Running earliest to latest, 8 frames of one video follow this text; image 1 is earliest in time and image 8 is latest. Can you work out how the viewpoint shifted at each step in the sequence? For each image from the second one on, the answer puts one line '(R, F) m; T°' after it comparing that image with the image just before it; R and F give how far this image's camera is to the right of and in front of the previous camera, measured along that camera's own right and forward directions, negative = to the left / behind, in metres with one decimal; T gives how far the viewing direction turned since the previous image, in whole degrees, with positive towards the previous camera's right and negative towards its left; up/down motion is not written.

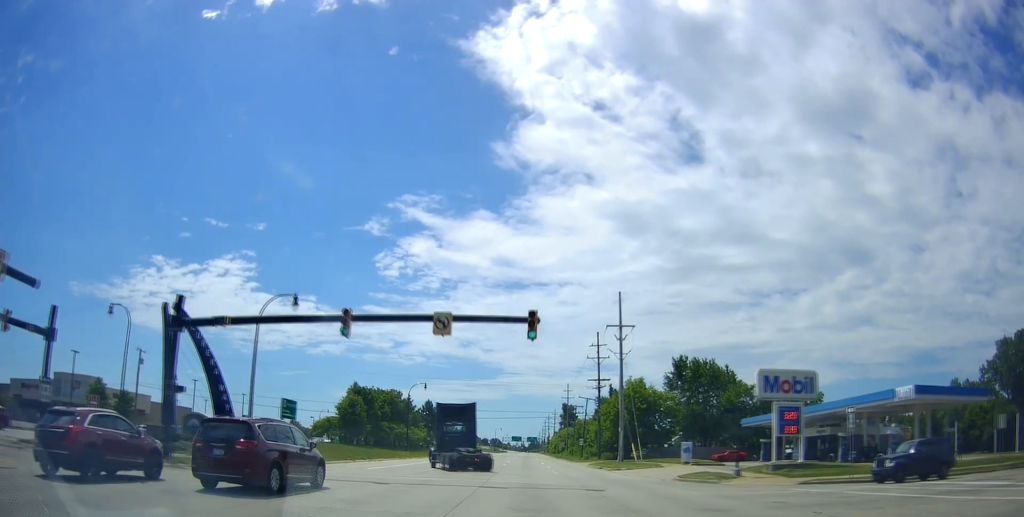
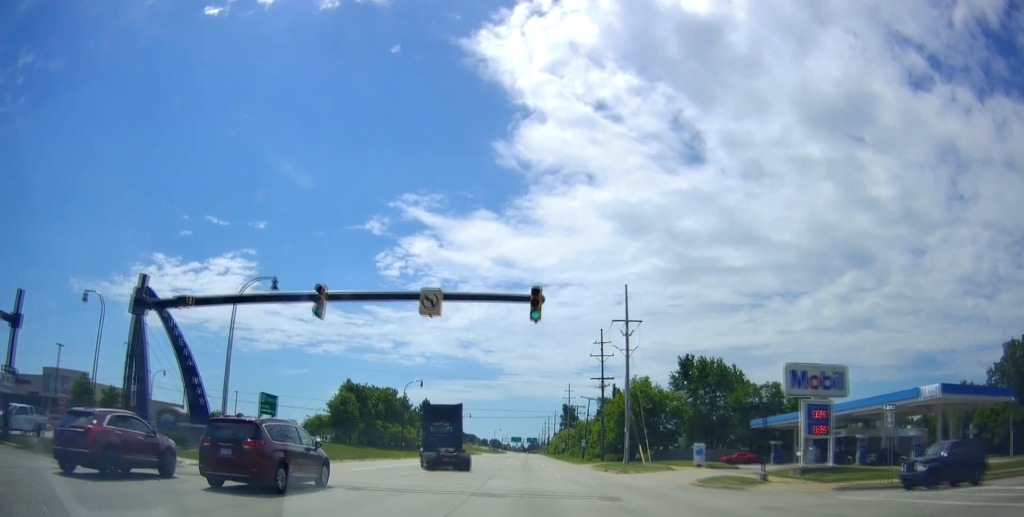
(-0.1, +2.4) m; +3°
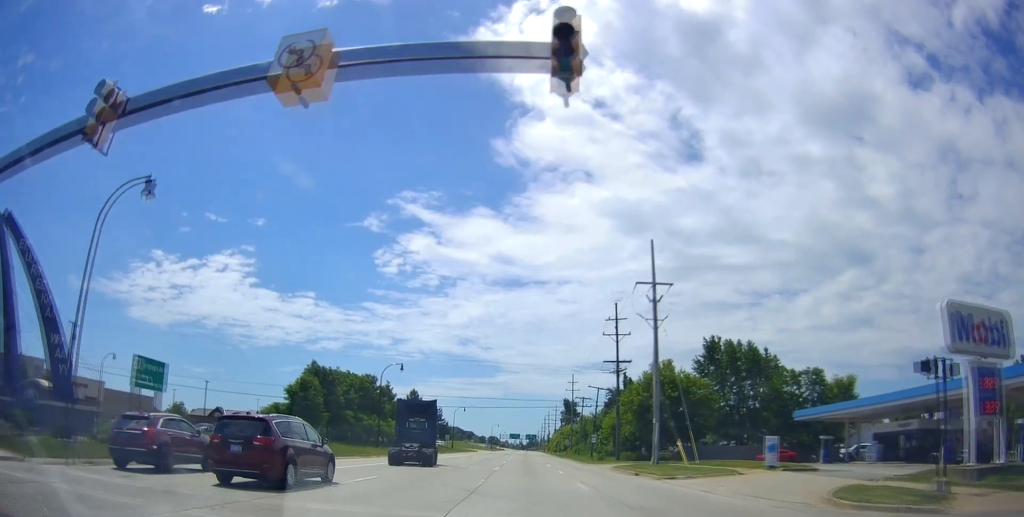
(+0.8, +9.4) m; +2°
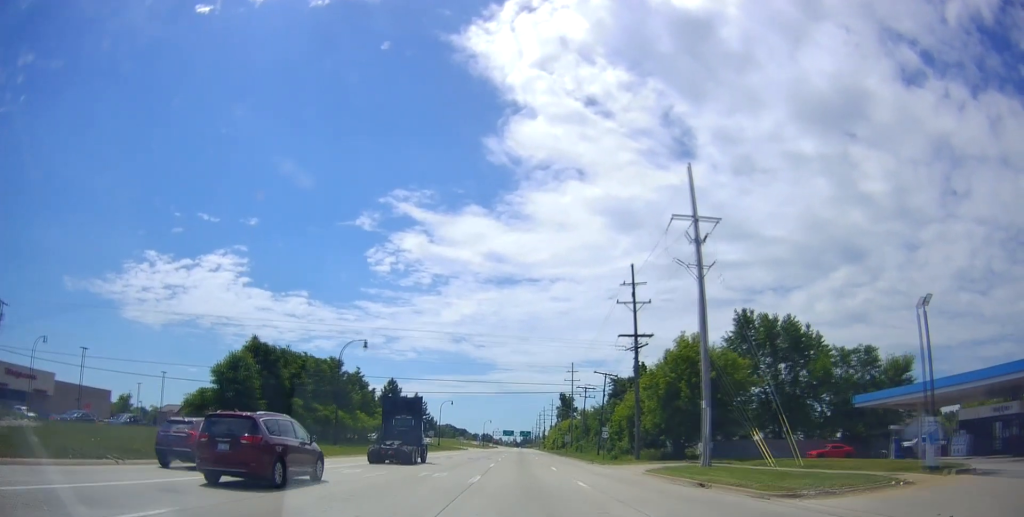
(-0.4, +10.9) m; +2°
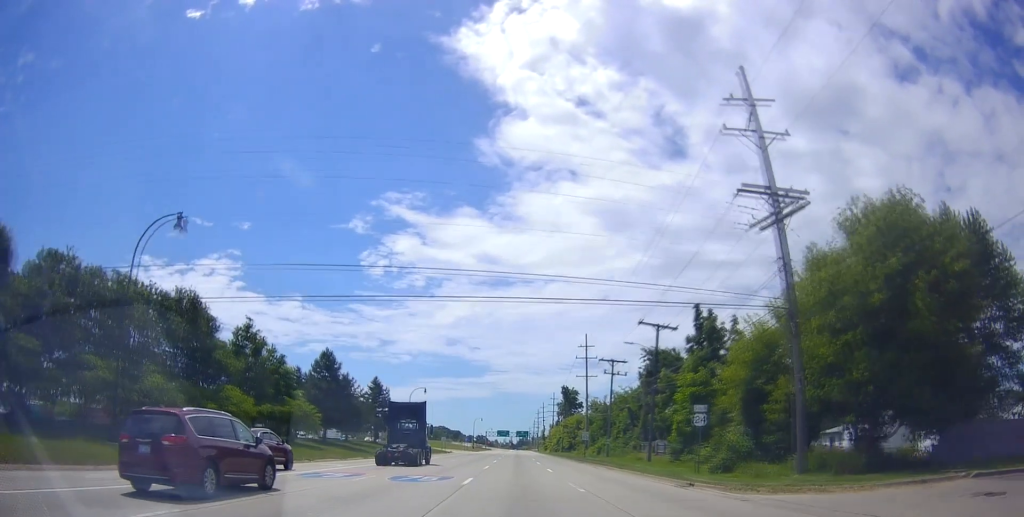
(+1.3, +26.9) m; +2°
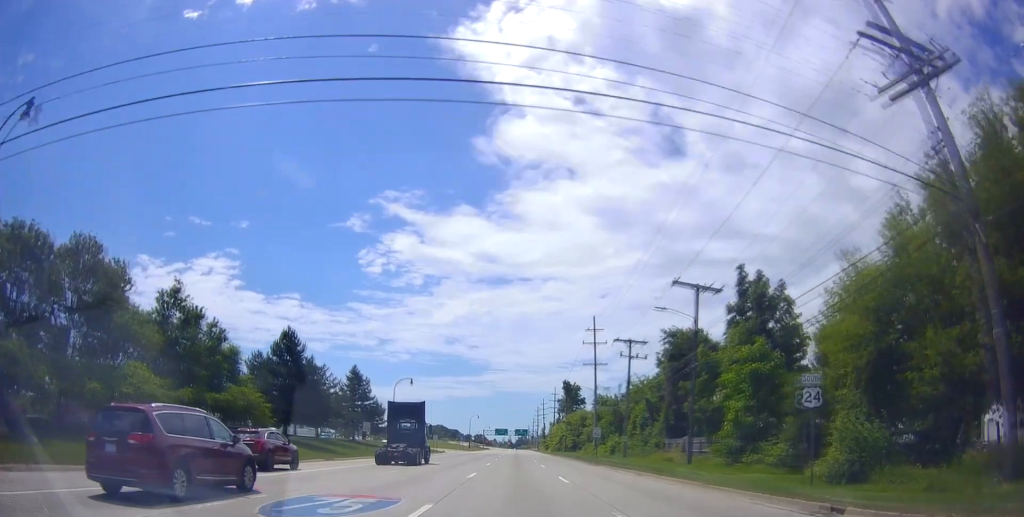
(-0.1, +9.8) m; 0°
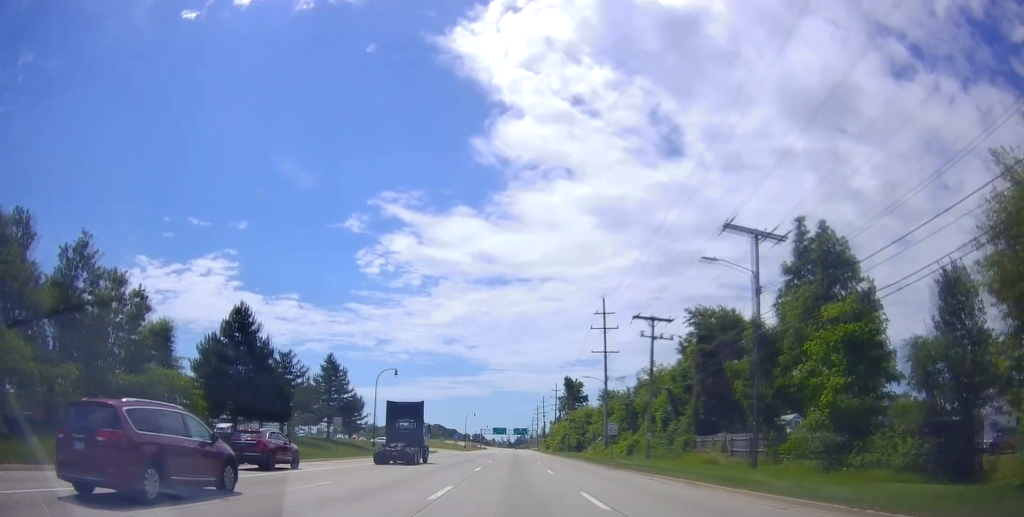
(+0.3, +9.0) m; -1°
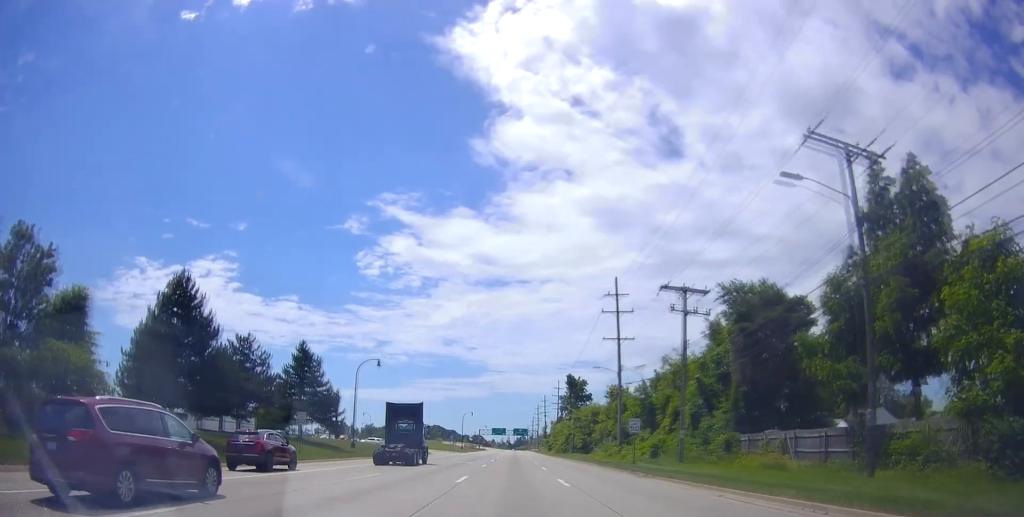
(-0.1, +8.4) m; 0°
